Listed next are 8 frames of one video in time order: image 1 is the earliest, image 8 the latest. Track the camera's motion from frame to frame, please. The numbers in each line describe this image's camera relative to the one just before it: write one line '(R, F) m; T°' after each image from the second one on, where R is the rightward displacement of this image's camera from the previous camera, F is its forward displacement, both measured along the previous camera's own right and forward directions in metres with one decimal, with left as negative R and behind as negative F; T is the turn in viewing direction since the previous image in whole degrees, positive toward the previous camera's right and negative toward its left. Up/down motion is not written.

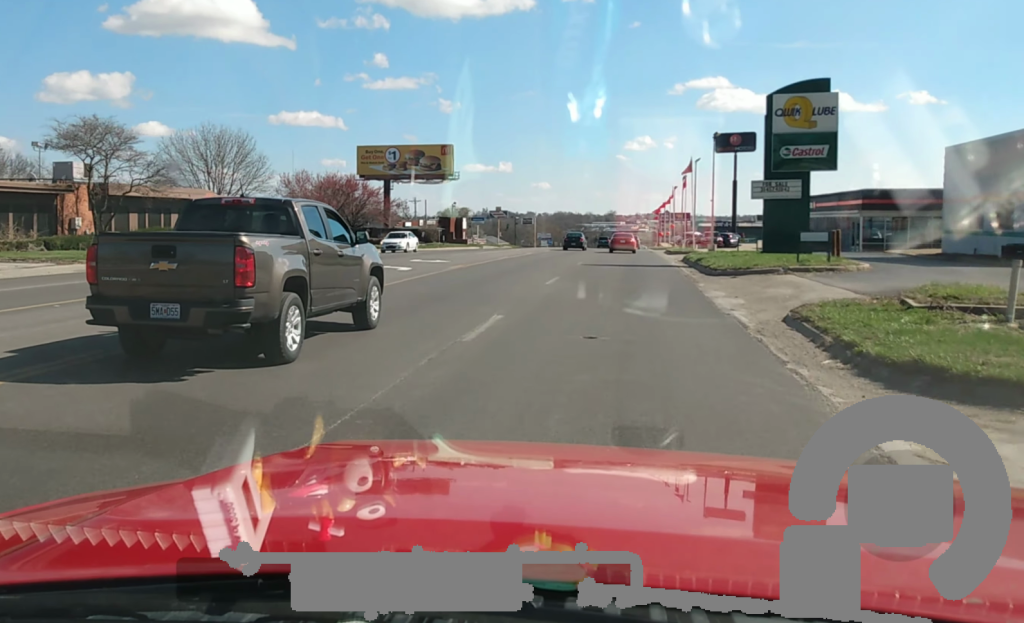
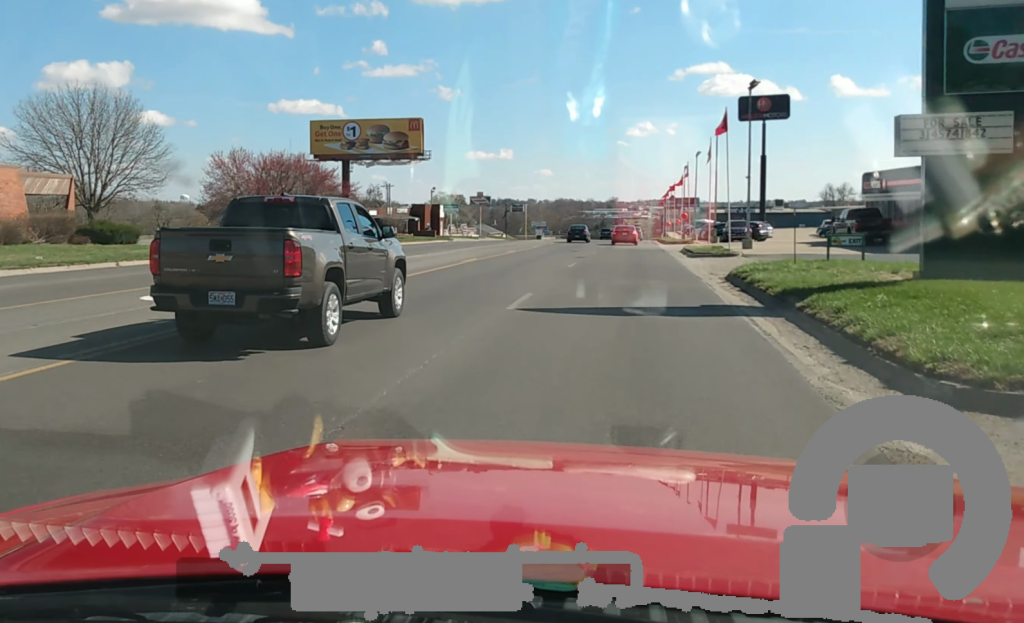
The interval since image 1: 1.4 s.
(-0.4, +22.6) m; 0°
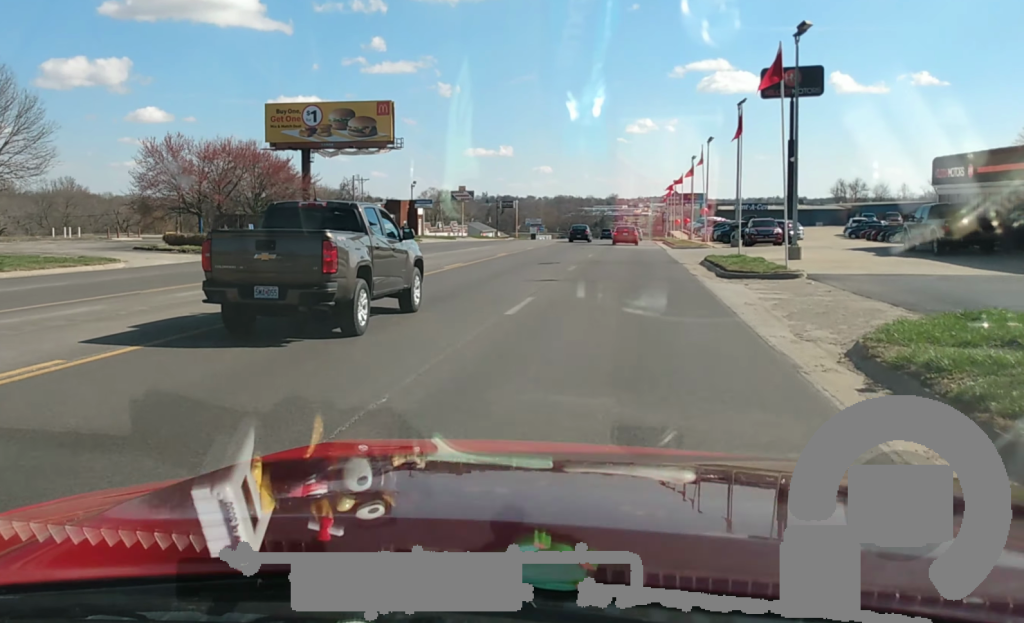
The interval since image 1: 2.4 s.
(+0.5, +14.9) m; +1°
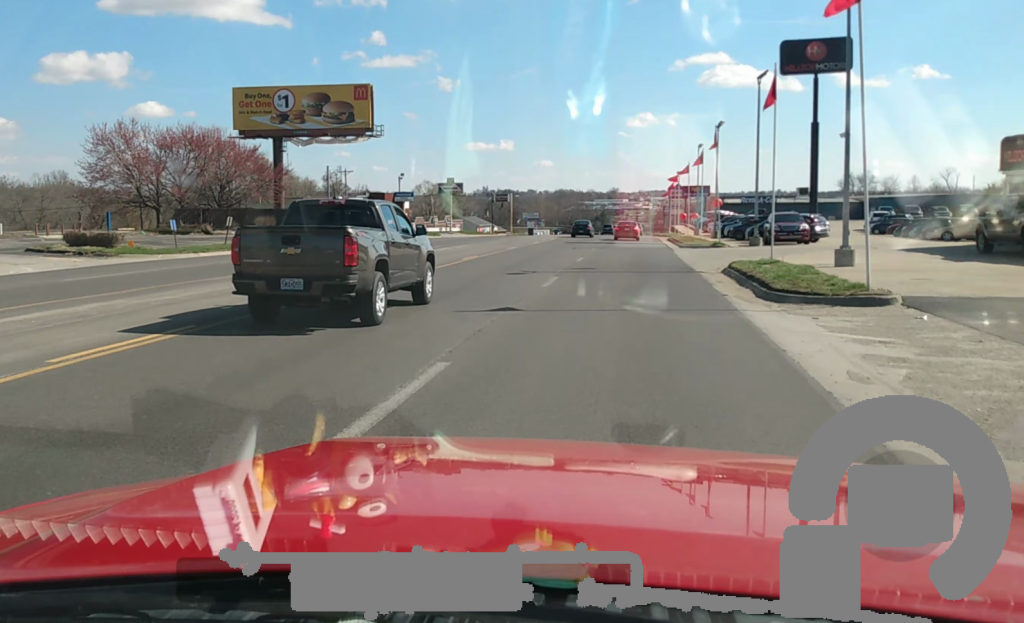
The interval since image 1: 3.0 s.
(-0.2, +9.6) m; -1°
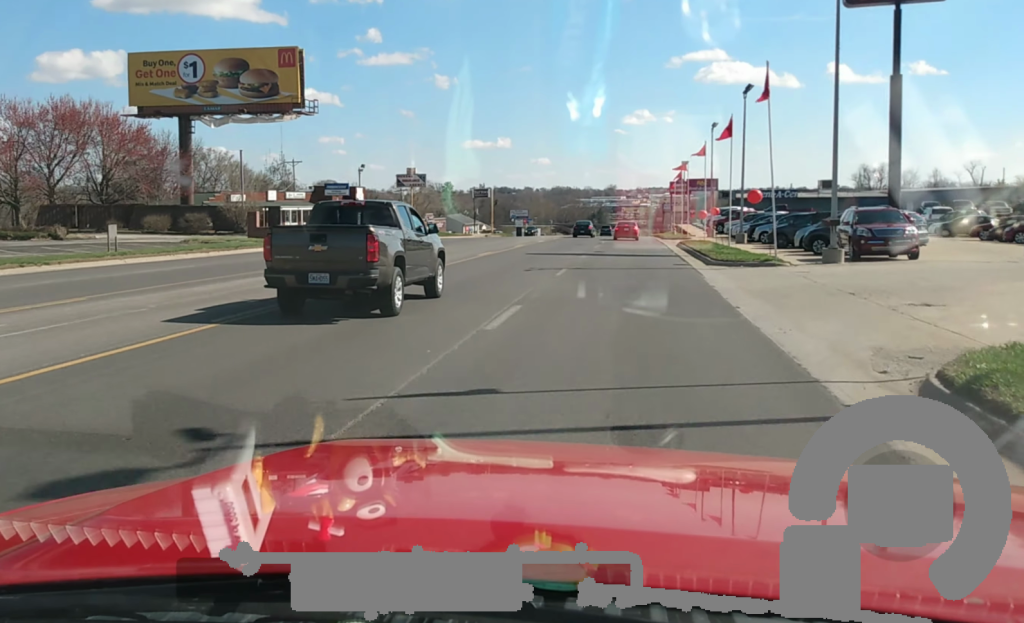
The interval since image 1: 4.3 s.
(-0.2, +20.3) m; 0°
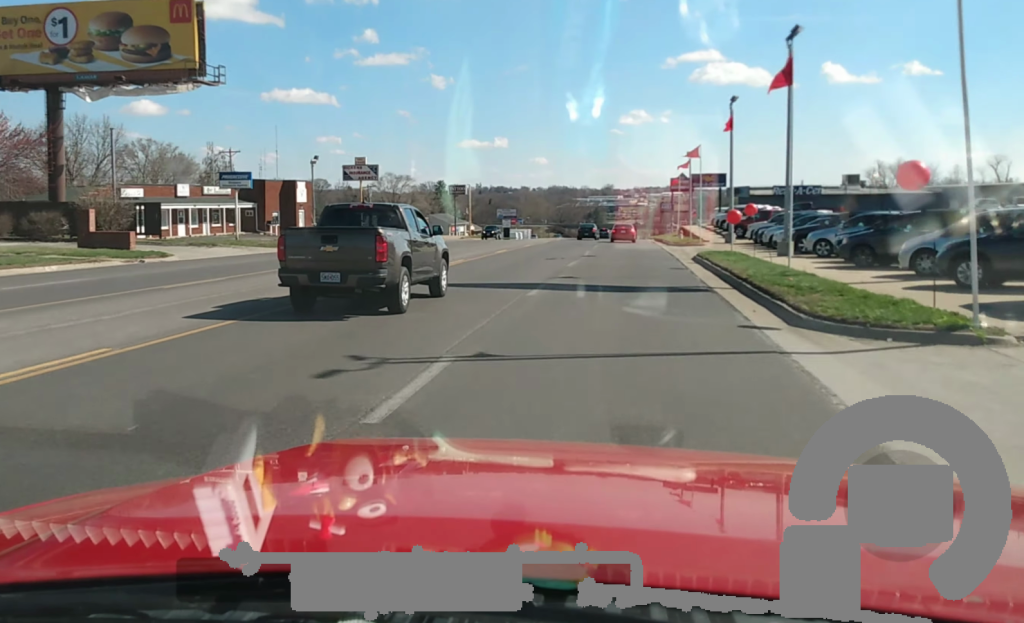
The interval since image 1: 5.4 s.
(+0.2, +17.8) m; +1°
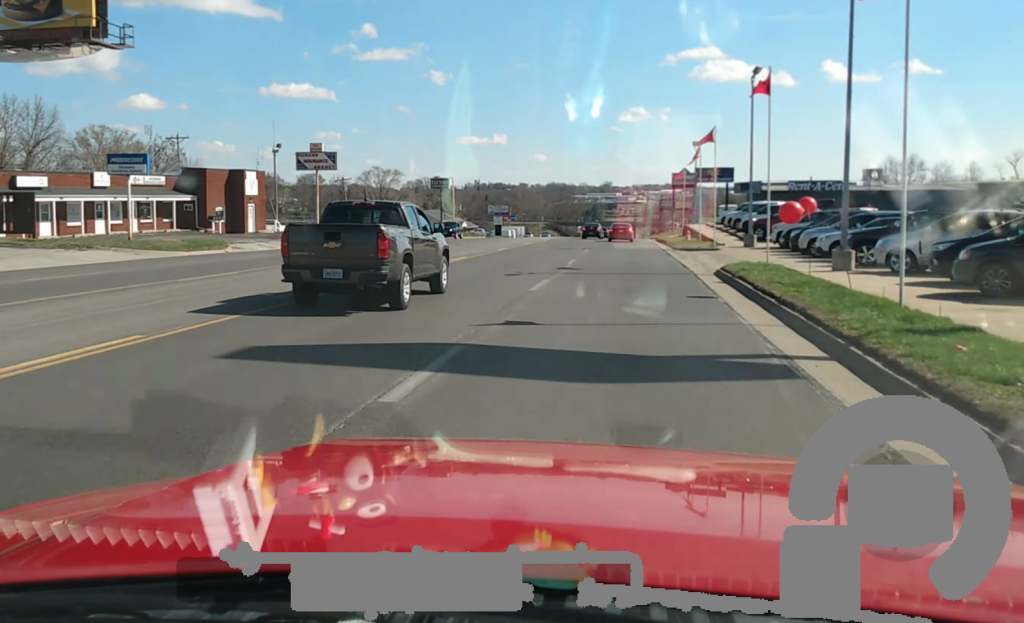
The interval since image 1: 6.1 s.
(0.0, +10.9) m; 0°
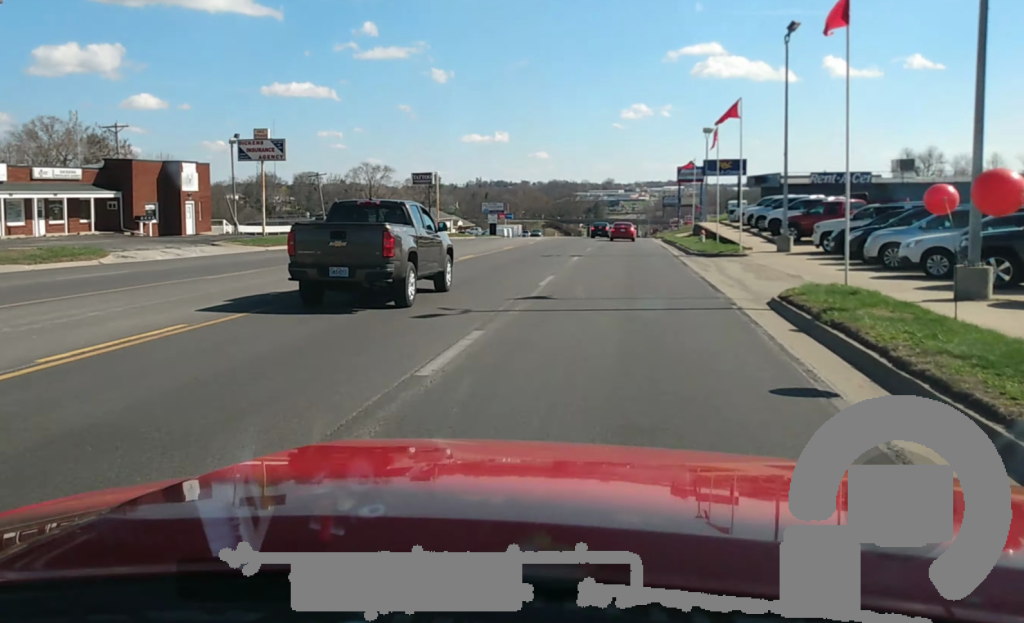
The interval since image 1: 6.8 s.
(0.0, +11.0) m; 0°
